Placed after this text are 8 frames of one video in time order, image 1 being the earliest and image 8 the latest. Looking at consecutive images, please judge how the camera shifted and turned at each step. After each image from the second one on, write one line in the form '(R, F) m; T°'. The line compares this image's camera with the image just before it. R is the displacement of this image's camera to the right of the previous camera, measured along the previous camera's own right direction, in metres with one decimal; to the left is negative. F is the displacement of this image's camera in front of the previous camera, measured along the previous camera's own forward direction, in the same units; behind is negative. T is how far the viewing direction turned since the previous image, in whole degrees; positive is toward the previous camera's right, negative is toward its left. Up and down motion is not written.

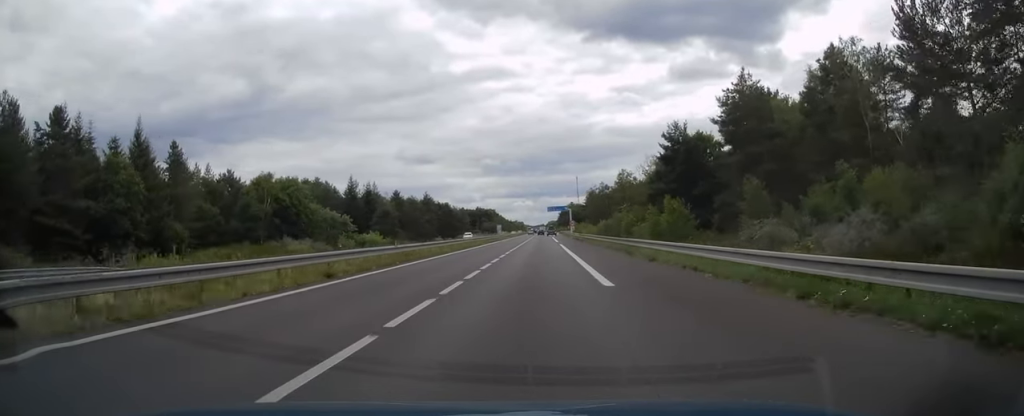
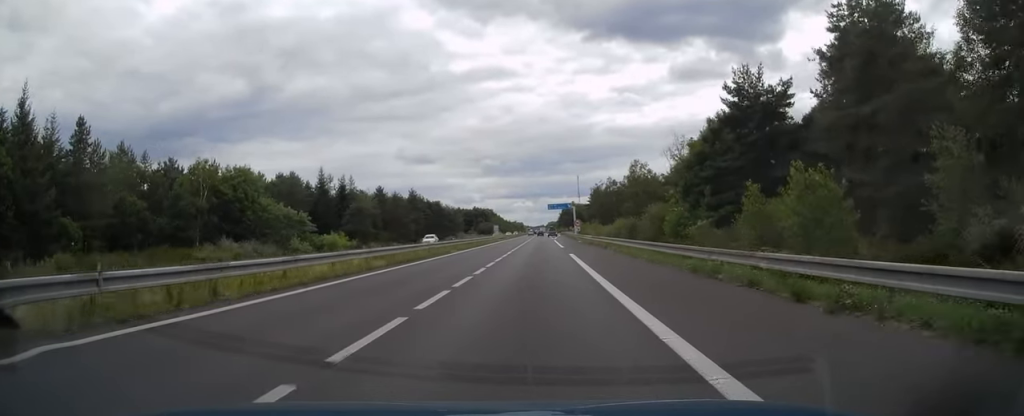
(+0.1, +19.7) m; 0°
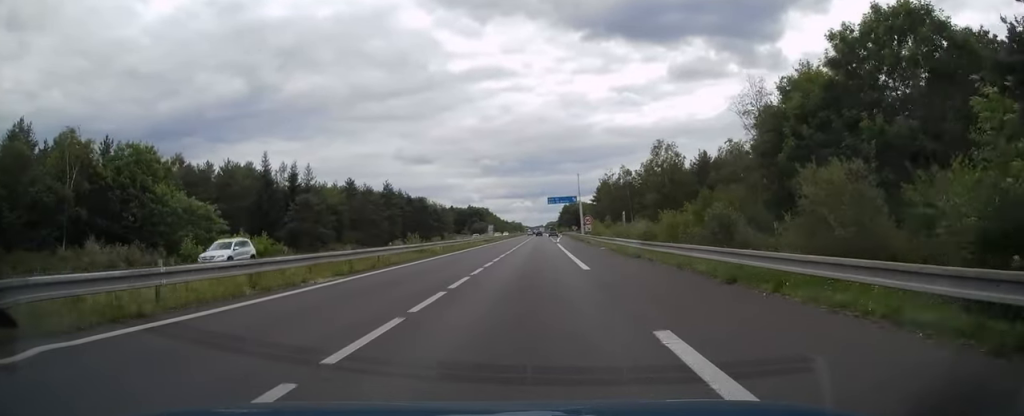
(0.0, +26.0) m; 0°
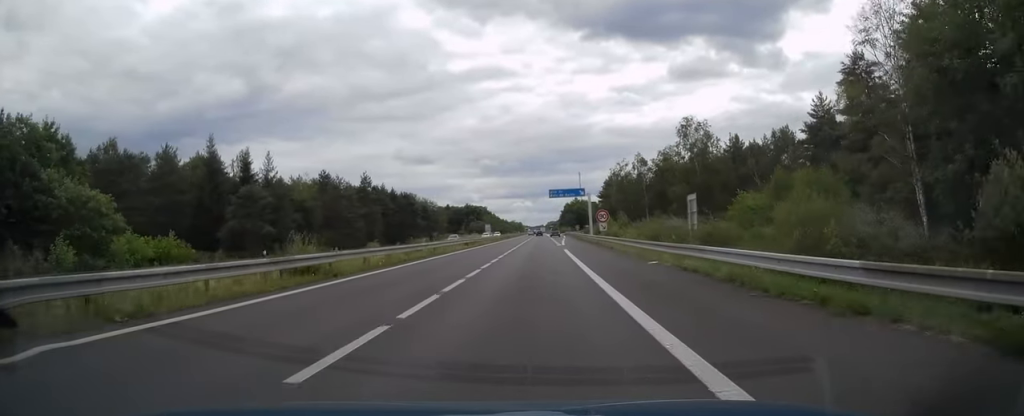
(0.0, +18.1) m; 0°
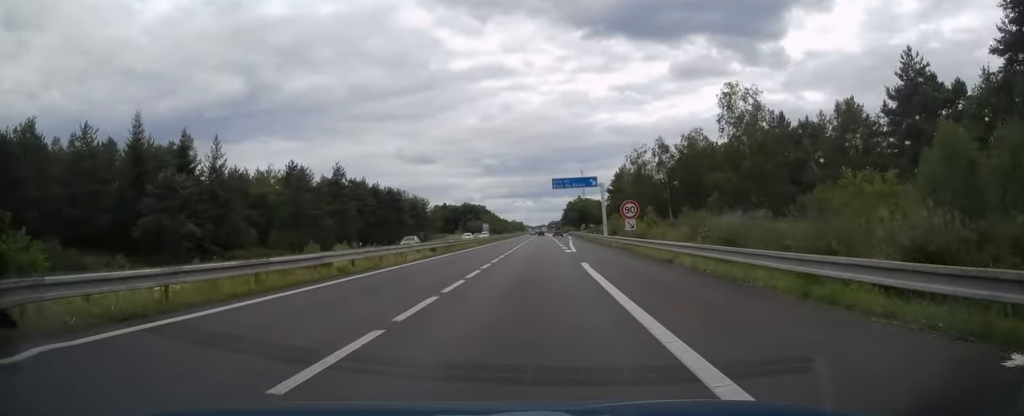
(0.0, +17.6) m; 0°
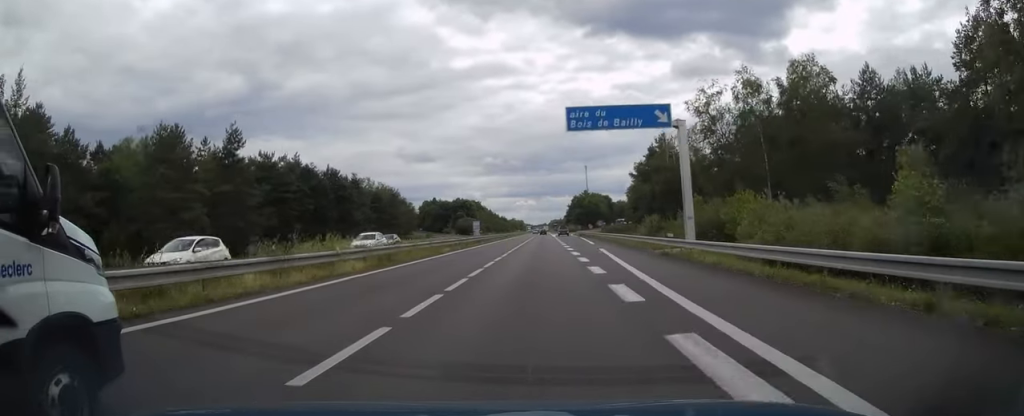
(-0.1, +38.6) m; 0°
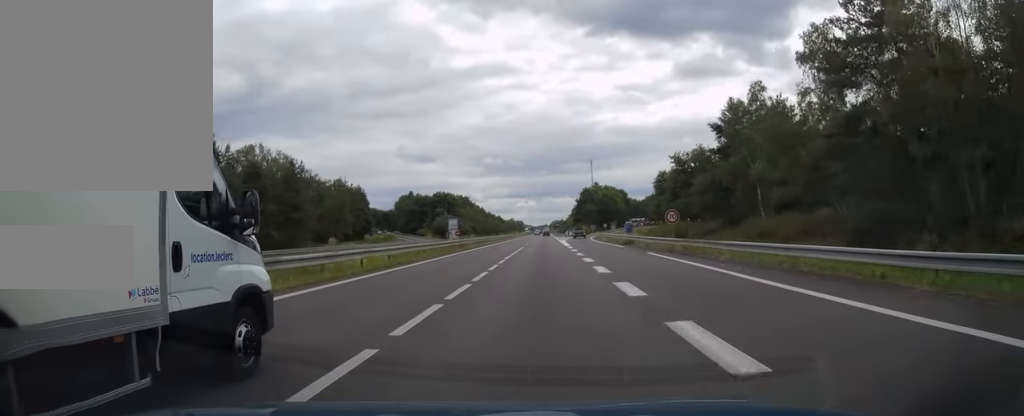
(0.0, +57.1) m; 0°
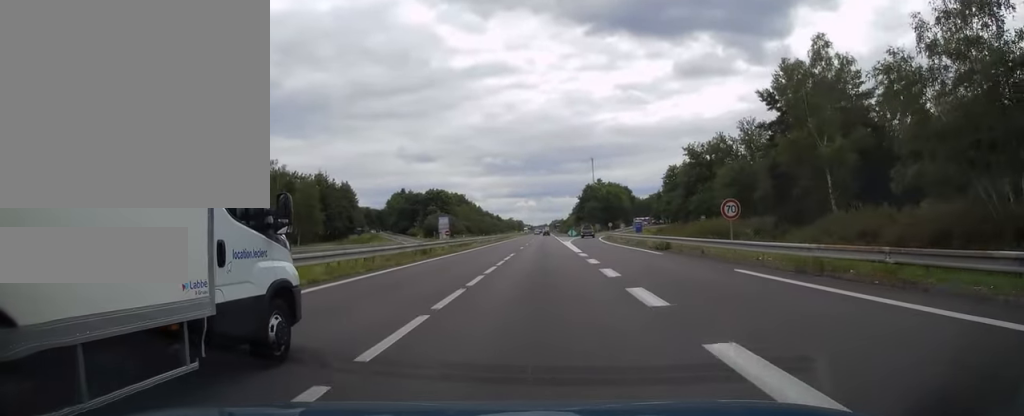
(+0.1, +14.7) m; 0°
